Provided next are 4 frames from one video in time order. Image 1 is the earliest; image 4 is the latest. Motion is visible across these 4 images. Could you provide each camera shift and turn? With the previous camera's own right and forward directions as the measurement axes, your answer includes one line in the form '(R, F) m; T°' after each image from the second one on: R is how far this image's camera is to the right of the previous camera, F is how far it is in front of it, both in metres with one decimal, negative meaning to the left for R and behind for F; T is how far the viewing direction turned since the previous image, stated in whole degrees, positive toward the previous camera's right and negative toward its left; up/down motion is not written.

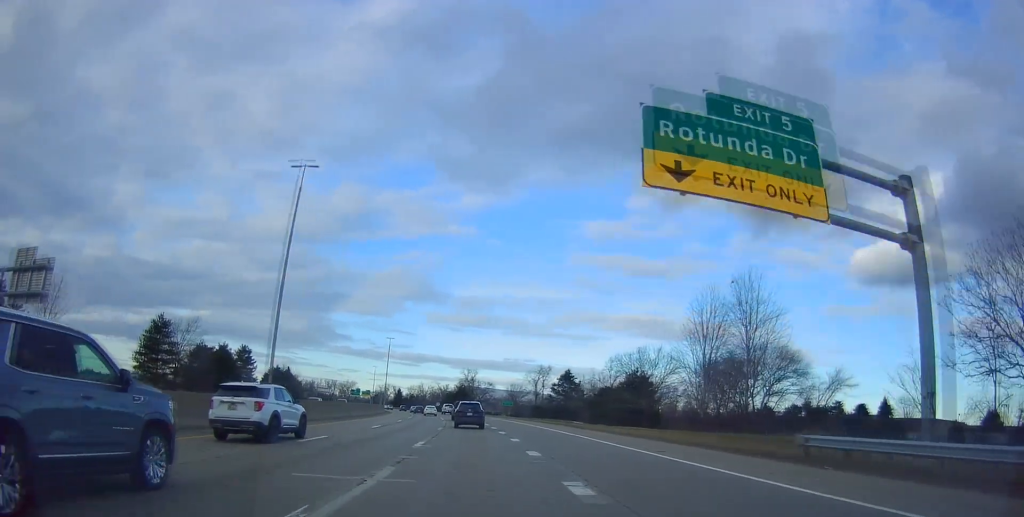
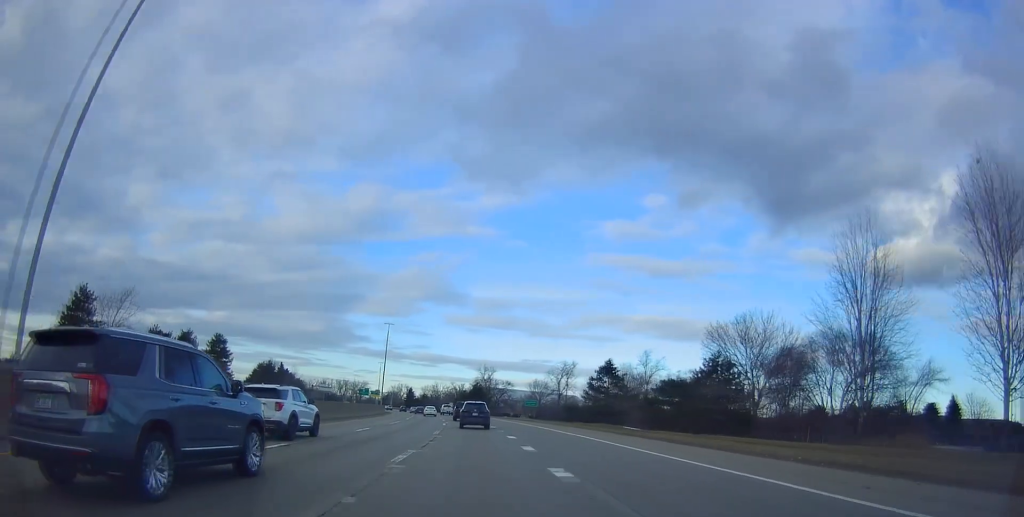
(-0.1, +19.9) m; -3°
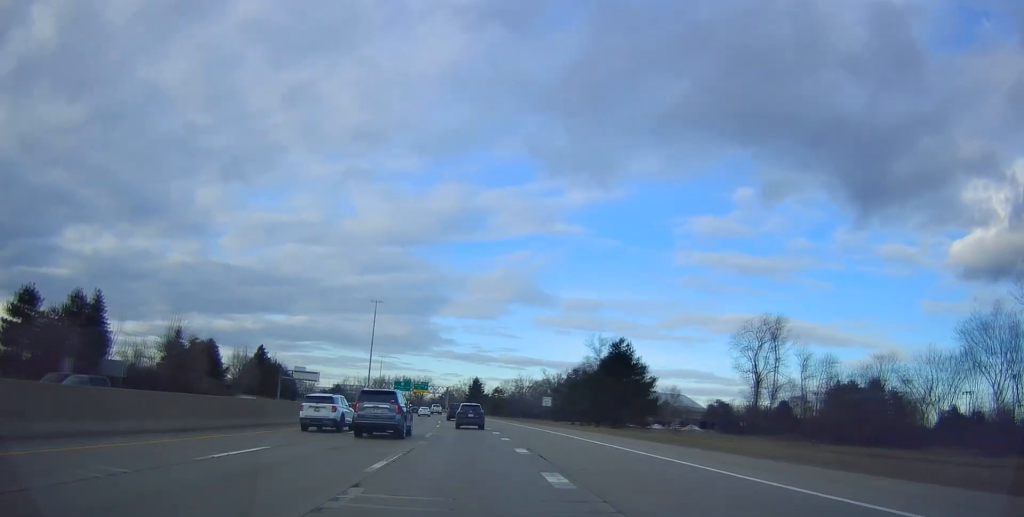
(-8.4, +105.3) m; -9°
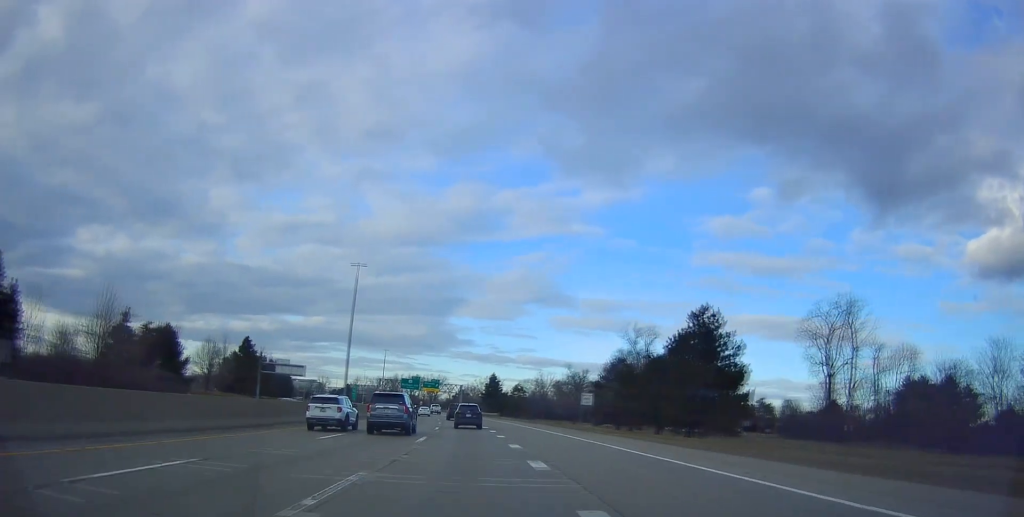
(-0.7, +19.4) m; -2°
